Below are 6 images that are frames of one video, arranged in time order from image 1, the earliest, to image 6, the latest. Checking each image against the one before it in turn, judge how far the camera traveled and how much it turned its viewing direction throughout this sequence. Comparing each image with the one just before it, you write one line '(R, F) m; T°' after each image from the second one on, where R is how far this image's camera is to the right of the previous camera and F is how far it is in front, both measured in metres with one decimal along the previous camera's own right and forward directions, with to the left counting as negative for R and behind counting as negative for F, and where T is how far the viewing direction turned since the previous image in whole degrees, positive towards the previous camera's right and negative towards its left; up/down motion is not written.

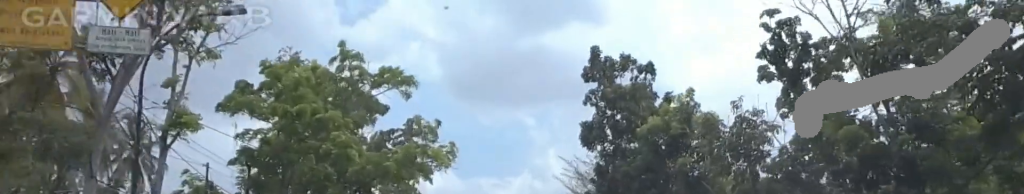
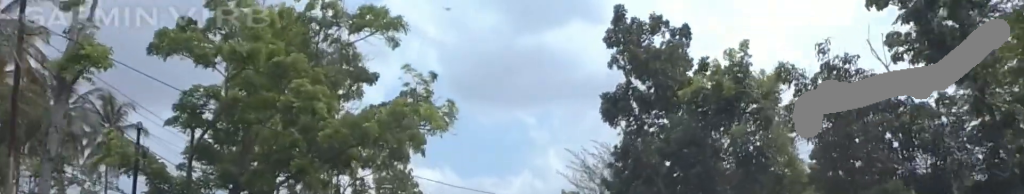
(-1.5, +6.8) m; -7°
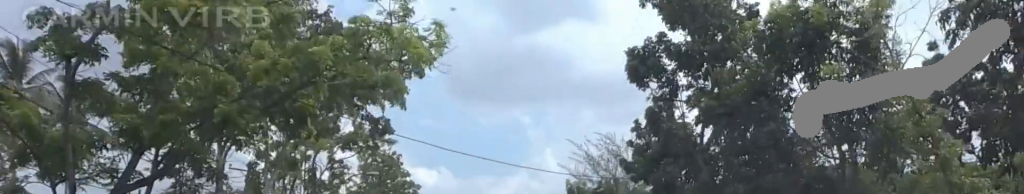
(0.0, +7.6) m; 0°
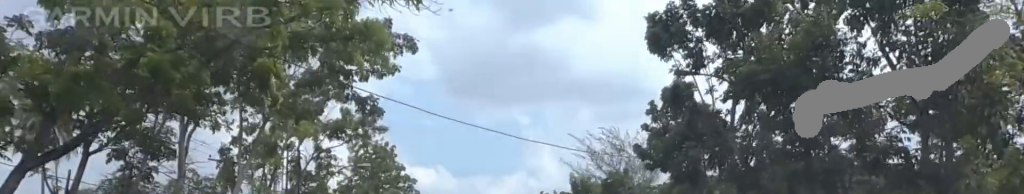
(+0.1, +4.0) m; +1°
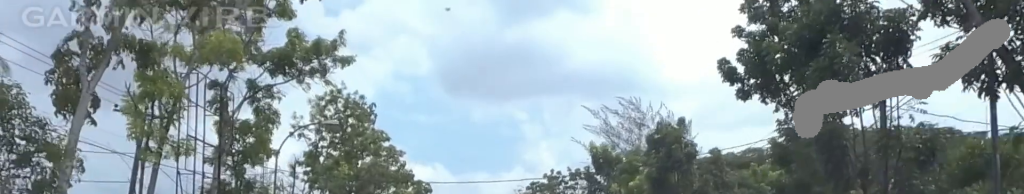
(0.0, +13.2) m; 0°
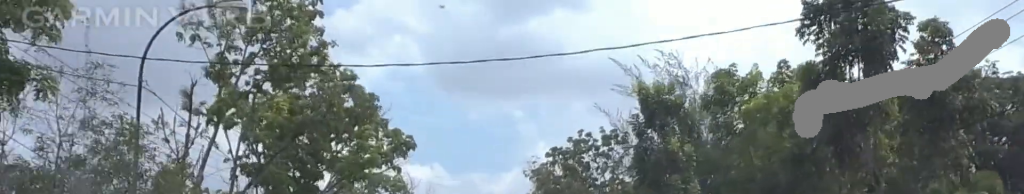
(0.0, +17.7) m; 0°
